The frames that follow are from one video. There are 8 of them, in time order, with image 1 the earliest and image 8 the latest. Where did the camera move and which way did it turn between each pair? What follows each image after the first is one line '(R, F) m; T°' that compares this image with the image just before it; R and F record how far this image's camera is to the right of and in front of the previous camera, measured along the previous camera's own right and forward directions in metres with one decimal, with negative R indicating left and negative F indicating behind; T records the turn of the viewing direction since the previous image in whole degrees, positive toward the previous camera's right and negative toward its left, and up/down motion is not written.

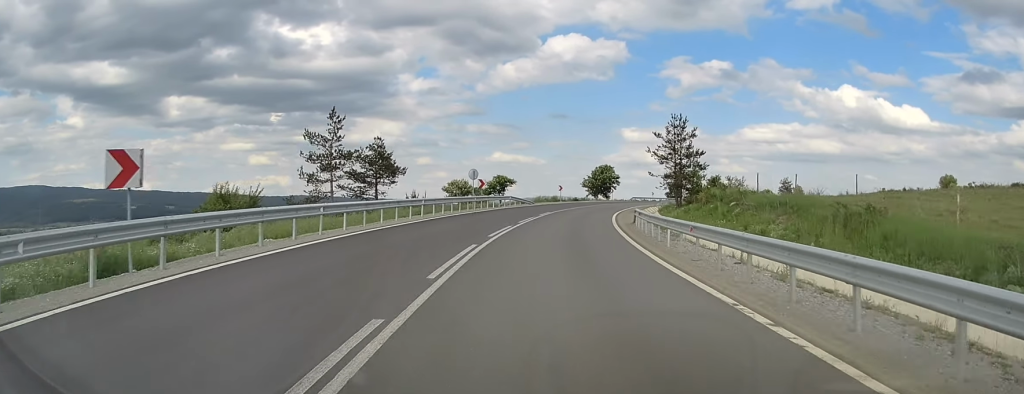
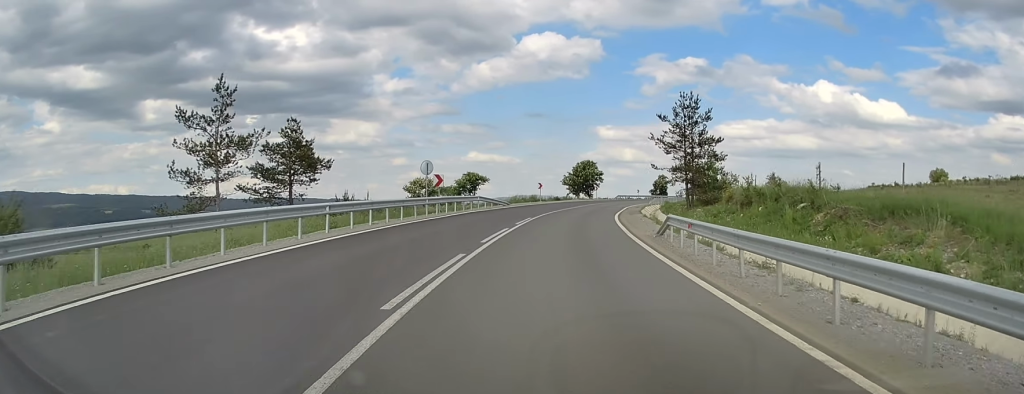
(0.0, +11.6) m; +2°
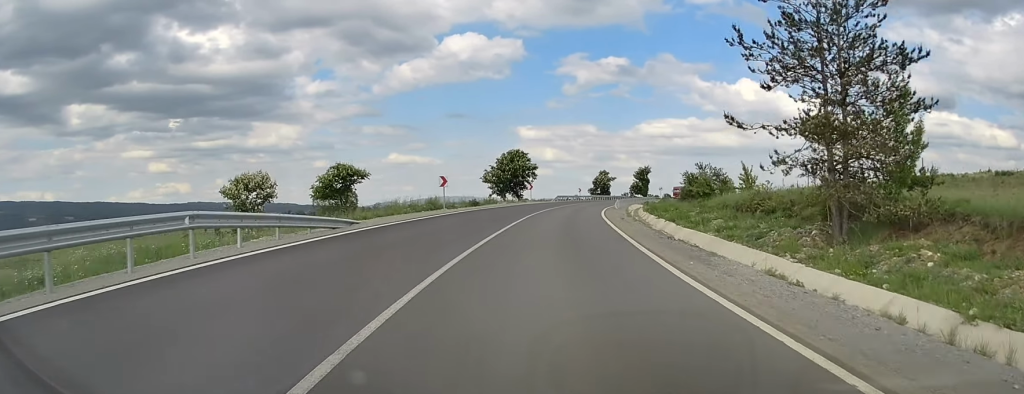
(+1.6, +30.2) m; +5°
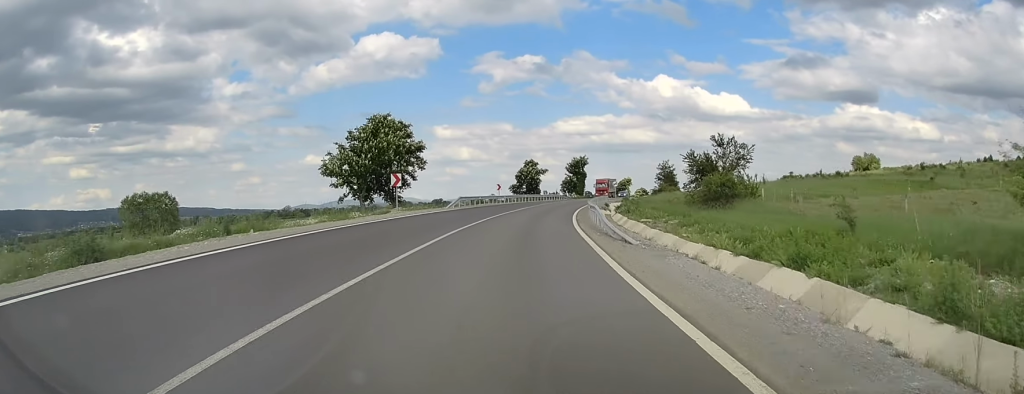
(+2.6, +39.5) m; +8°
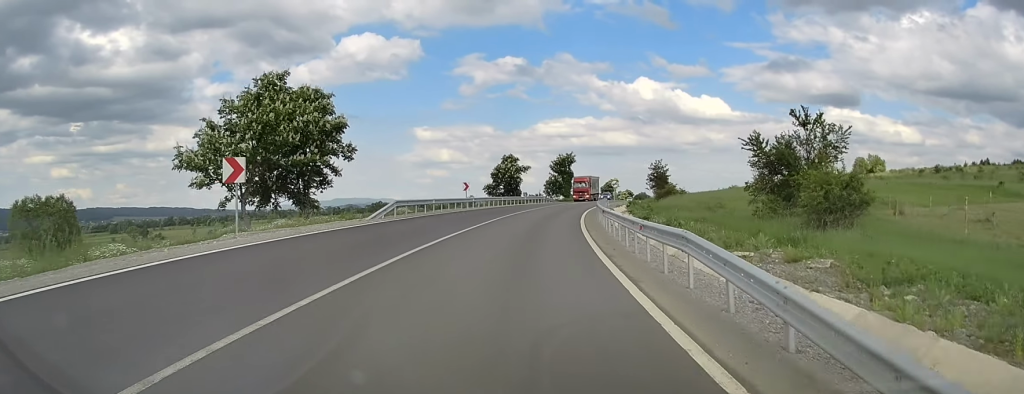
(+0.4, +17.8) m; +2°
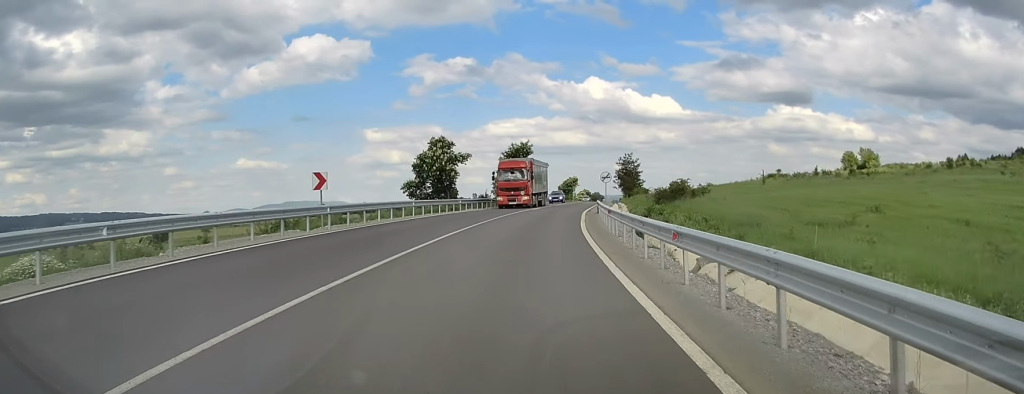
(+0.6, +28.1) m; +4°
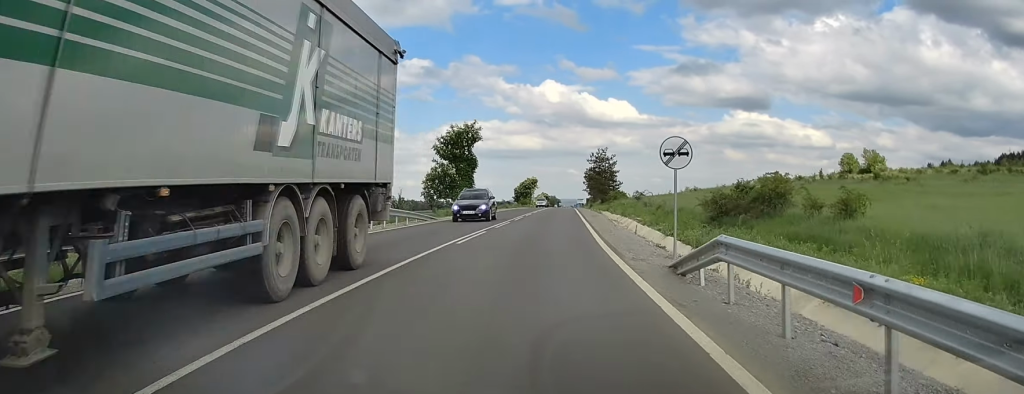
(+1.3, +29.7) m; +4°
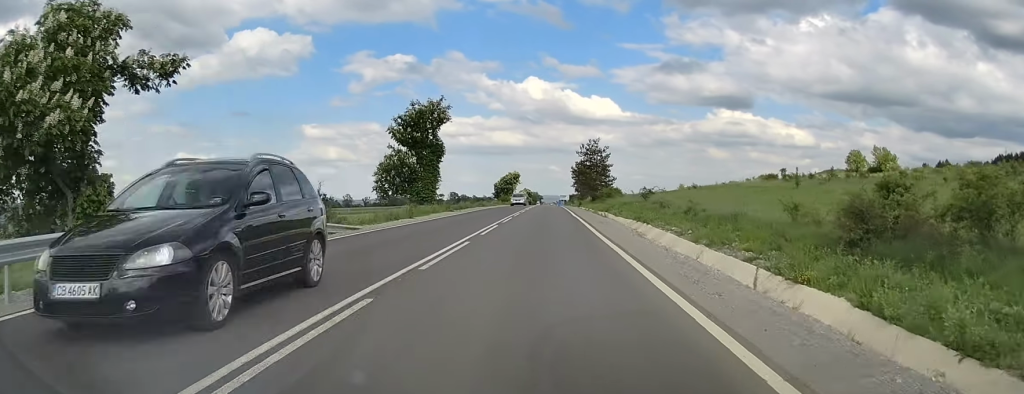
(+0.2, +14.9) m; +1°
